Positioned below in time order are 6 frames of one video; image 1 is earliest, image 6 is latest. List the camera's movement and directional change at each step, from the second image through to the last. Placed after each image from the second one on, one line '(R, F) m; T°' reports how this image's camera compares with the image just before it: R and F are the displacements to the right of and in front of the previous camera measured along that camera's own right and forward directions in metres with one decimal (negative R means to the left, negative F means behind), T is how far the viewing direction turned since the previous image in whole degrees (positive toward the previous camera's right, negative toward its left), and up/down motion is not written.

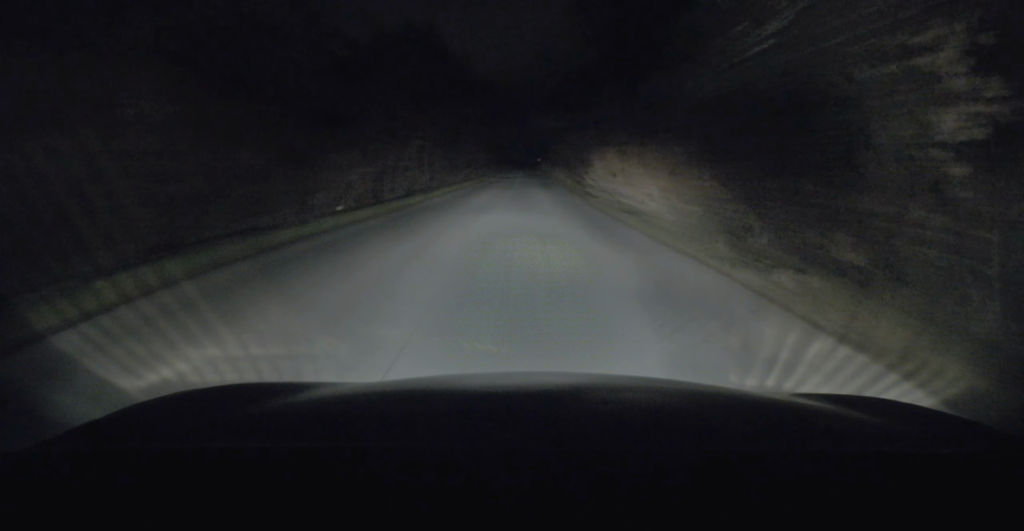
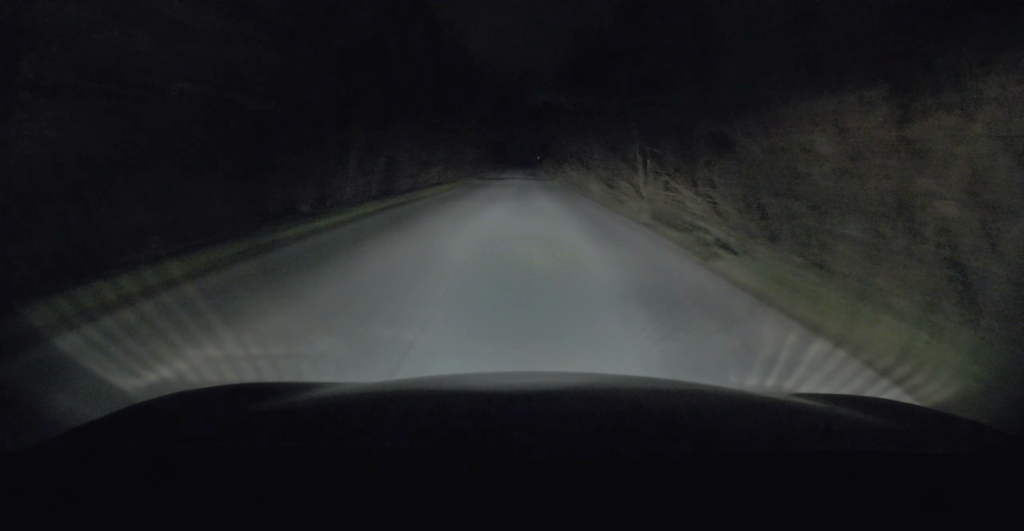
(+0.5, +17.3) m; 0°
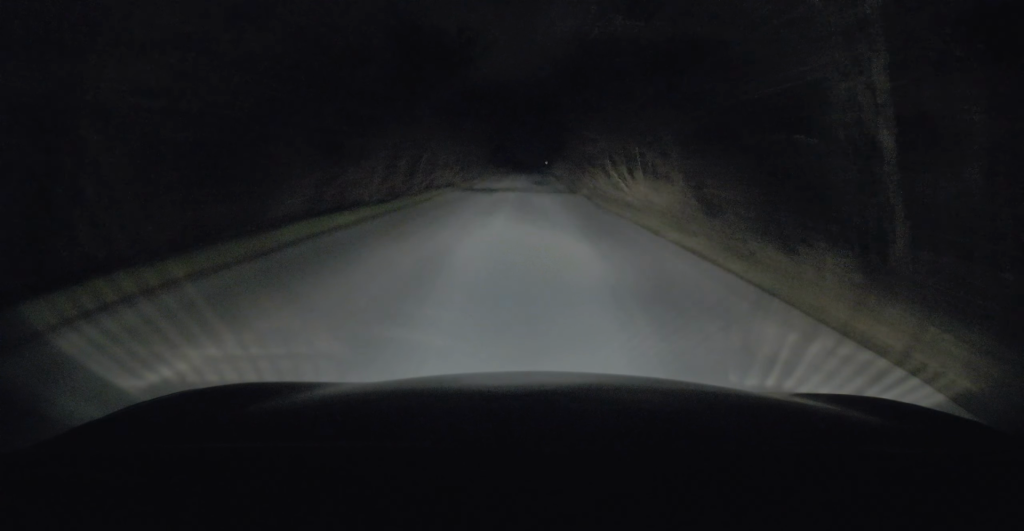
(-0.6, +19.9) m; -1°
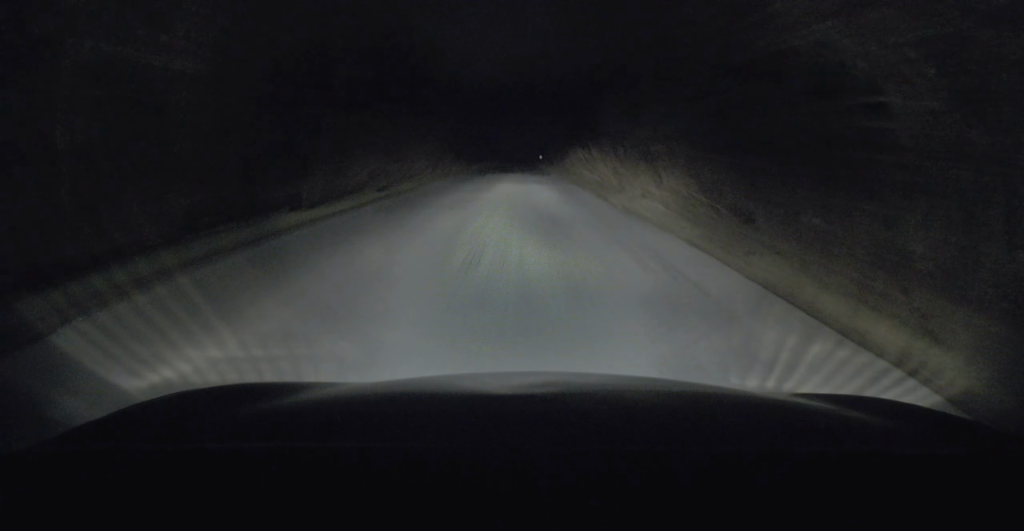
(+1.0, +39.5) m; +1°
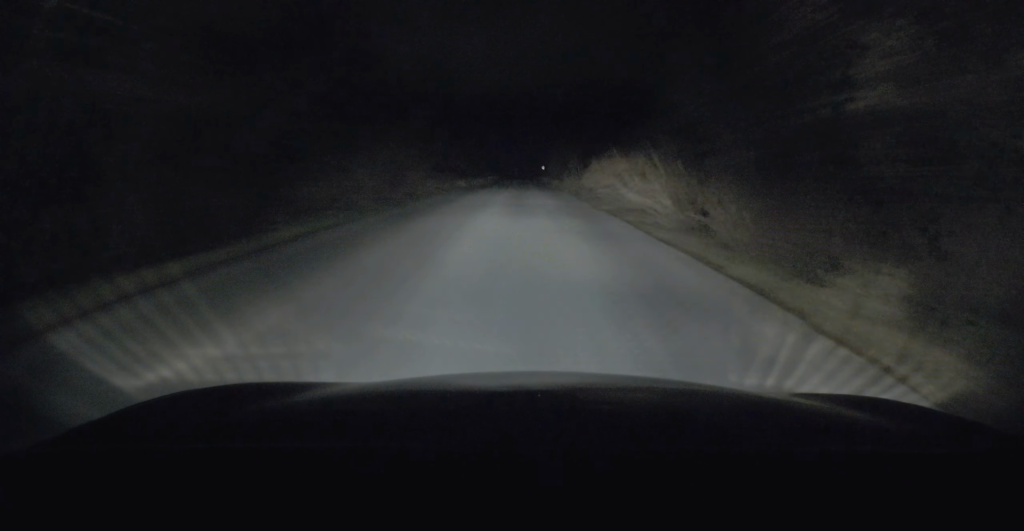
(-0.2, +13.6) m; 0°
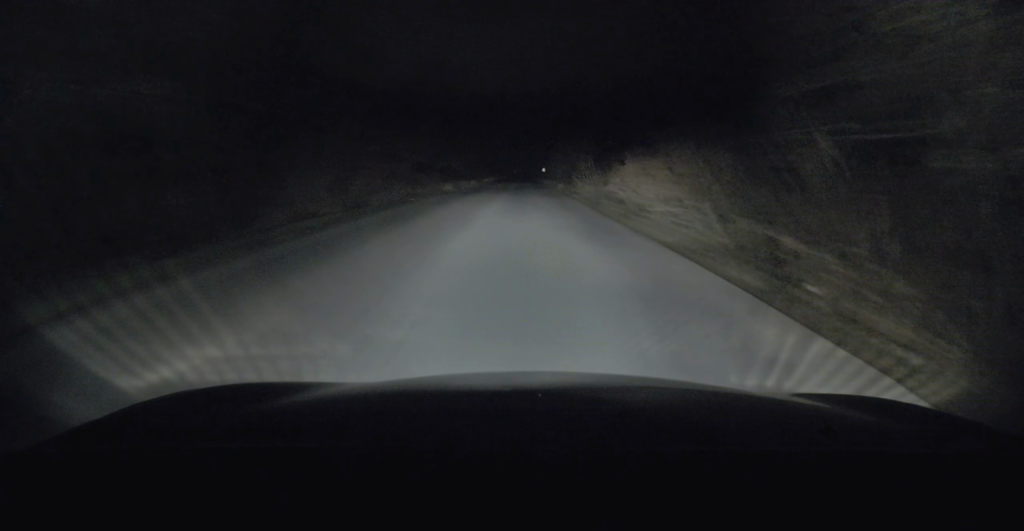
(0.0, +9.0) m; 0°
